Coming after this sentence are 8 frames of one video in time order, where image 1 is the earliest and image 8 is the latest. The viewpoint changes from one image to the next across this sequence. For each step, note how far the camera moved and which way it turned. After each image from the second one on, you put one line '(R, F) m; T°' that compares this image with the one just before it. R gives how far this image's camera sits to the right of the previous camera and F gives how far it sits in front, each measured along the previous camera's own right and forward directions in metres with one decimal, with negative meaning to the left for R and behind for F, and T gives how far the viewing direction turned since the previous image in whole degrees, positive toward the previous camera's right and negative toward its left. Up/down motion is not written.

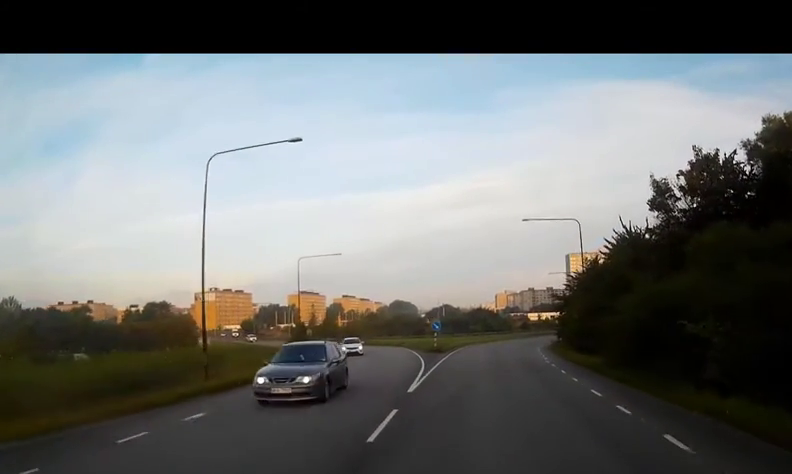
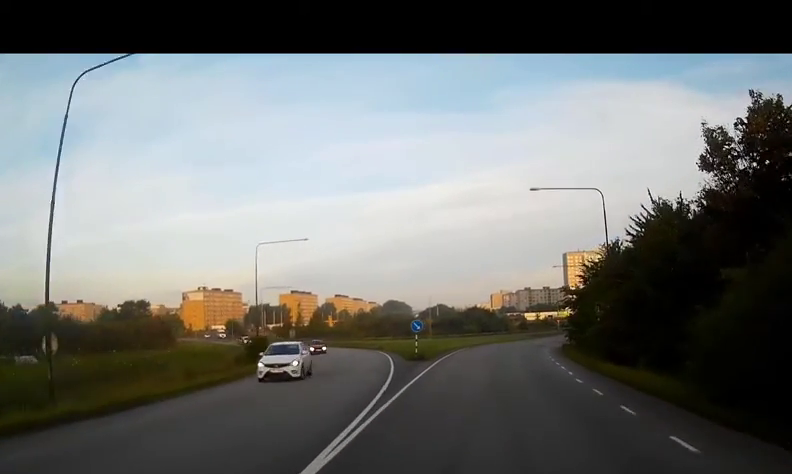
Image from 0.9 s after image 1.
(+0.1, +8.7) m; 0°
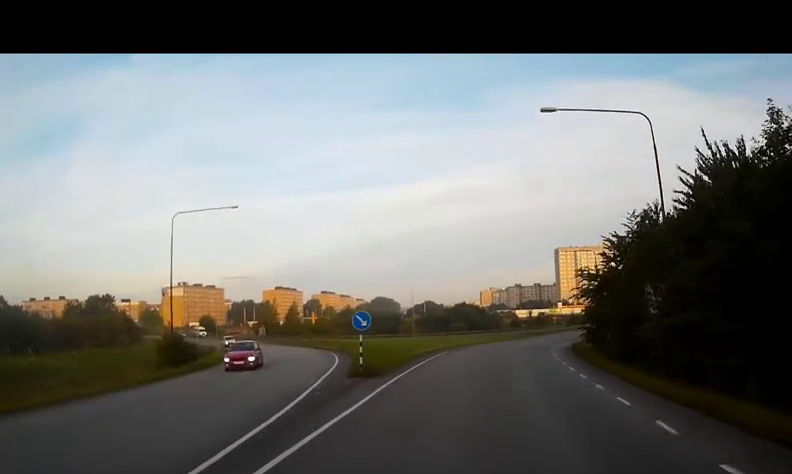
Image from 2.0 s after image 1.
(0.0, +10.6) m; 0°
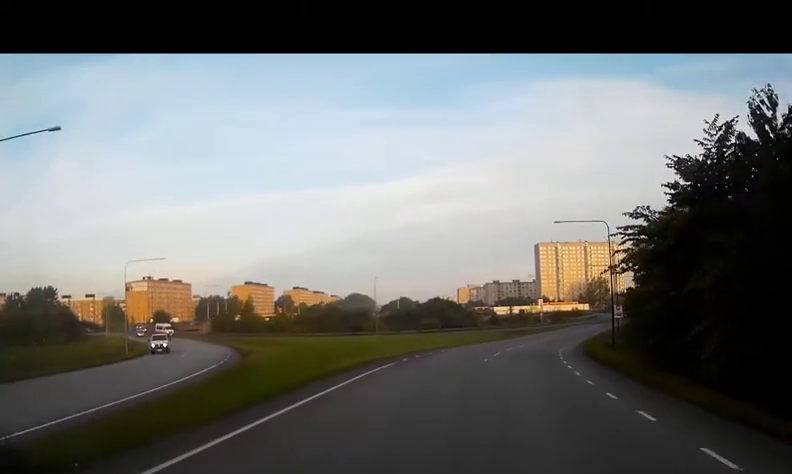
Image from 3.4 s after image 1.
(-0.1, +13.9) m; +3°
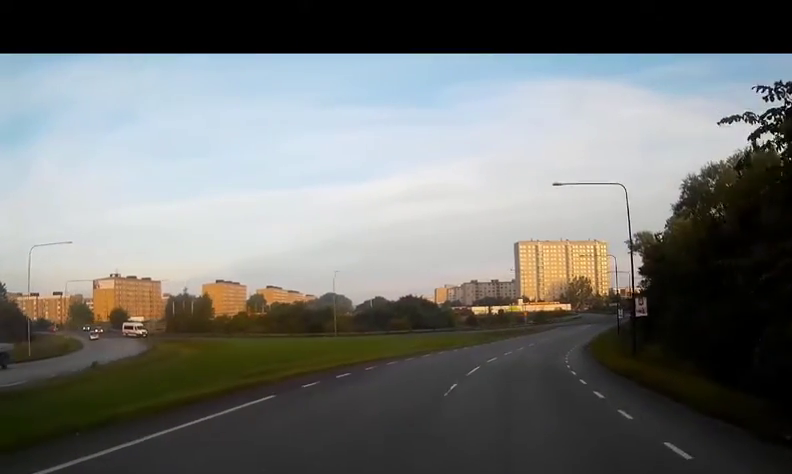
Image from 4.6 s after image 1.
(+0.8, +11.1) m; +3°
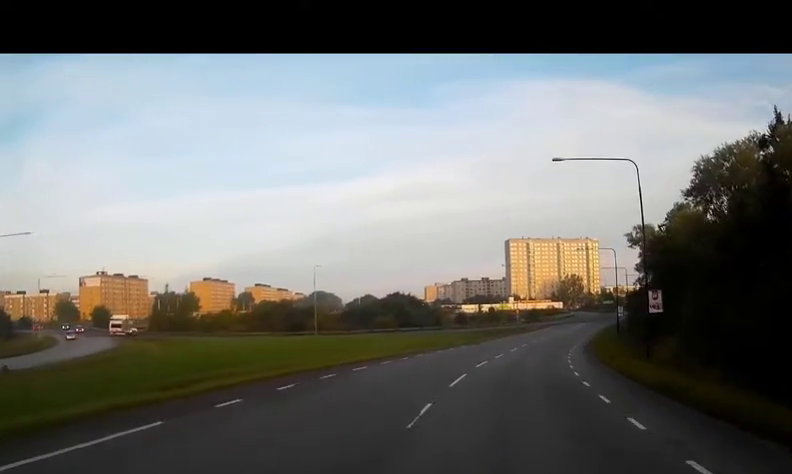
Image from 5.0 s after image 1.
(-0.1, +4.2) m; 0°
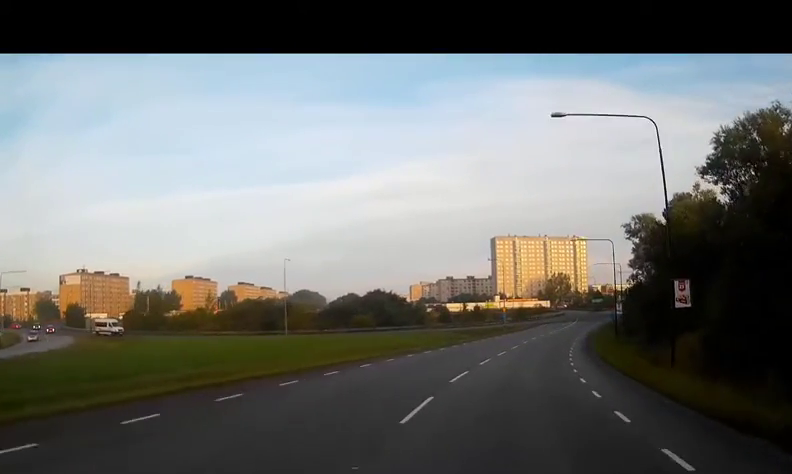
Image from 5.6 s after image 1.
(-0.1, +5.4) m; +1°
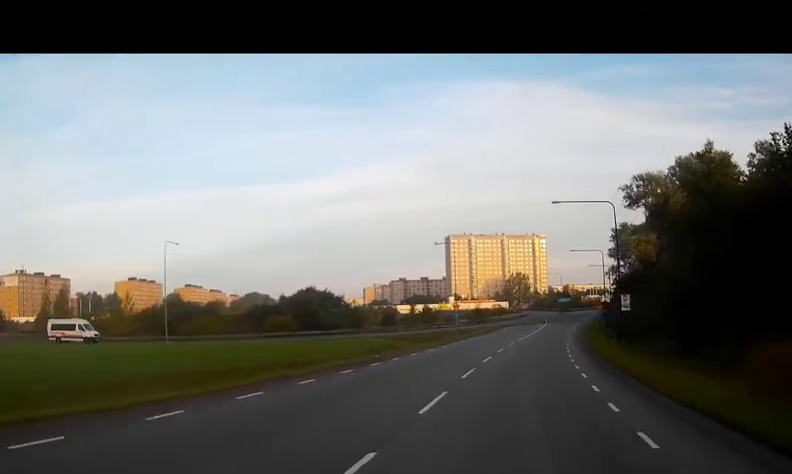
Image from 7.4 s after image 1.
(+1.1, +17.2) m; +7°
